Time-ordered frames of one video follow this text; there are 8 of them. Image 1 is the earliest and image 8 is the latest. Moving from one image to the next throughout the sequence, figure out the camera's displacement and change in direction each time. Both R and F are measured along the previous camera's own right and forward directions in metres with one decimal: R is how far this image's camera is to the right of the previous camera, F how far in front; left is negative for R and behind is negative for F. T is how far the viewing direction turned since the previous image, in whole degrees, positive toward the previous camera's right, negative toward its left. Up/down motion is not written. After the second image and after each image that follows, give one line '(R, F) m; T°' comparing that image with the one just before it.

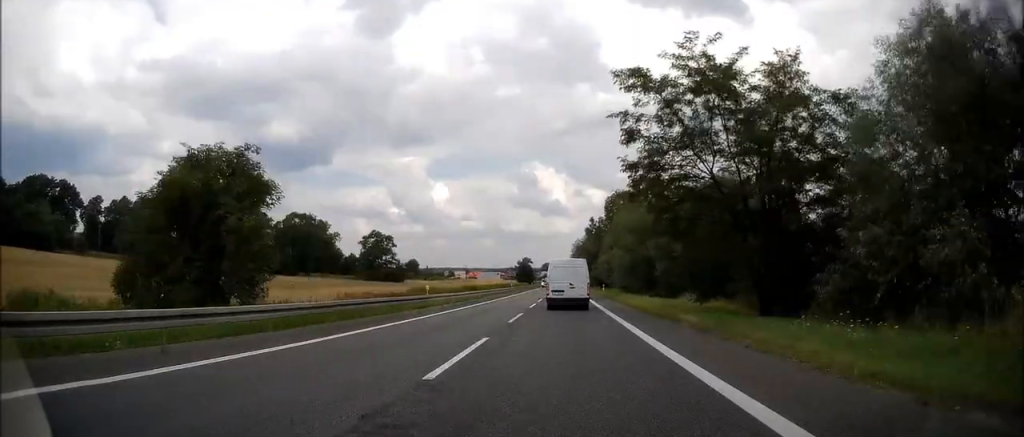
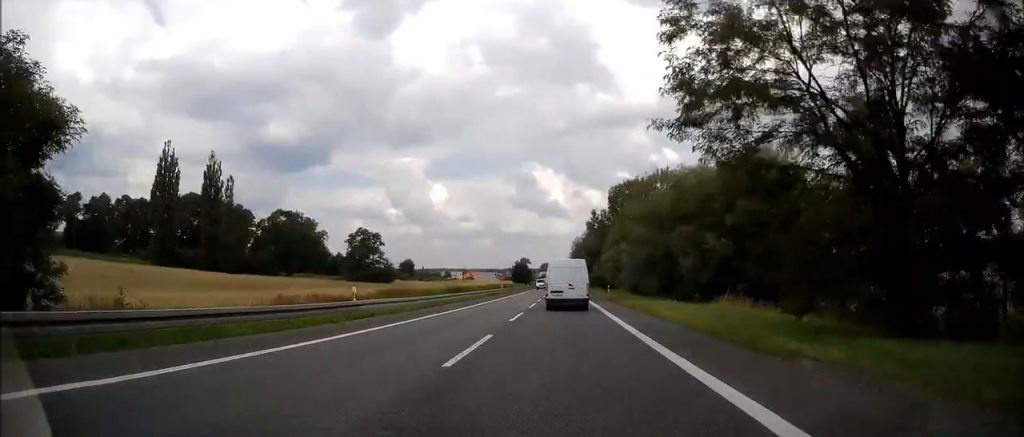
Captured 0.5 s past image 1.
(-0.1, +10.3) m; 0°
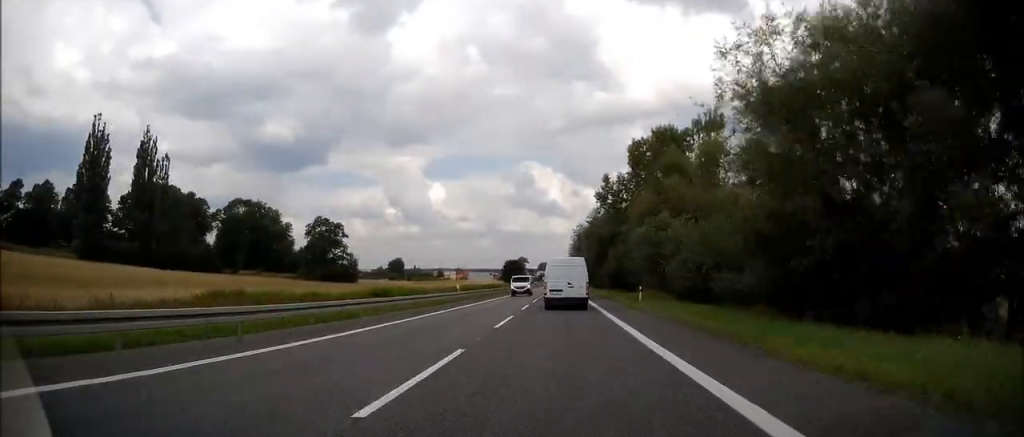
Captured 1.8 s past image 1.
(0.0, +26.9) m; 0°
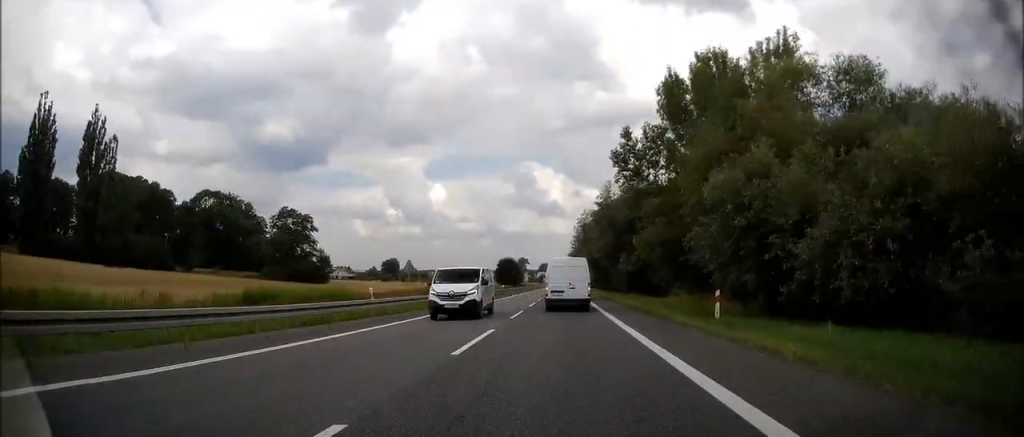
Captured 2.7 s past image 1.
(0.0, +17.9) m; 0°
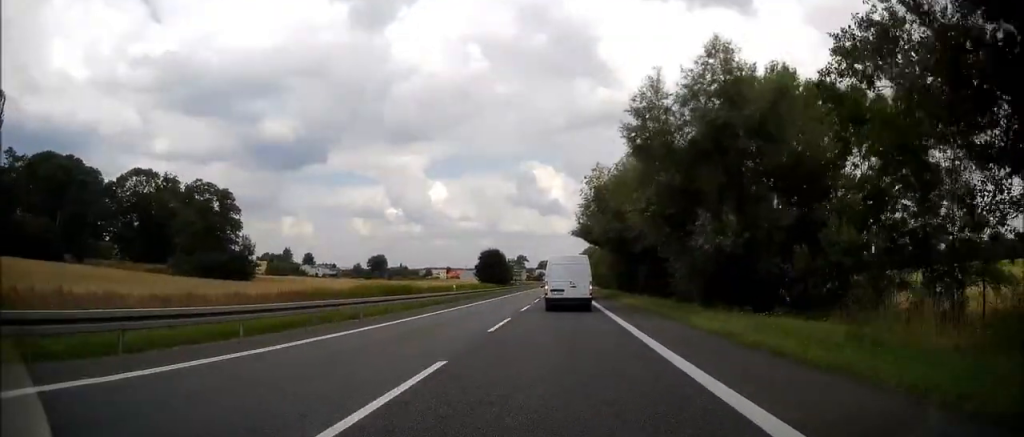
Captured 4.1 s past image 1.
(0.0, +29.6) m; 0°
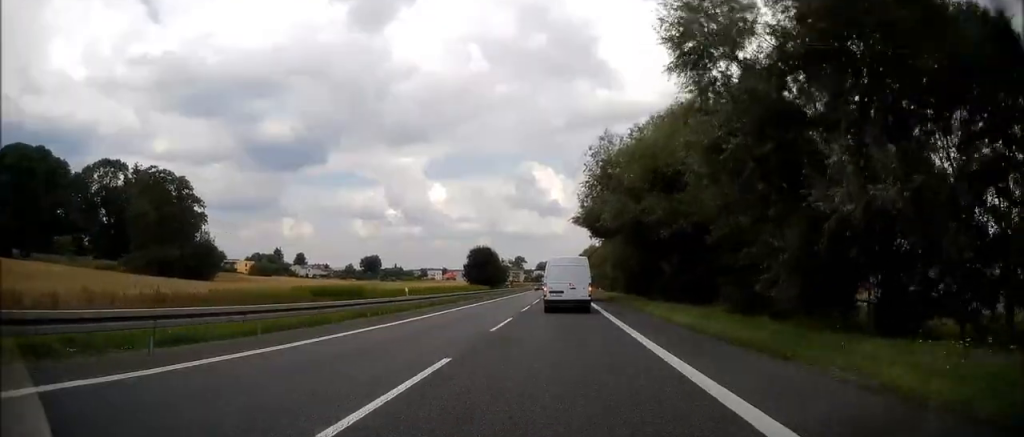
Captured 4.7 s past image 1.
(-0.1, +11.3) m; 0°
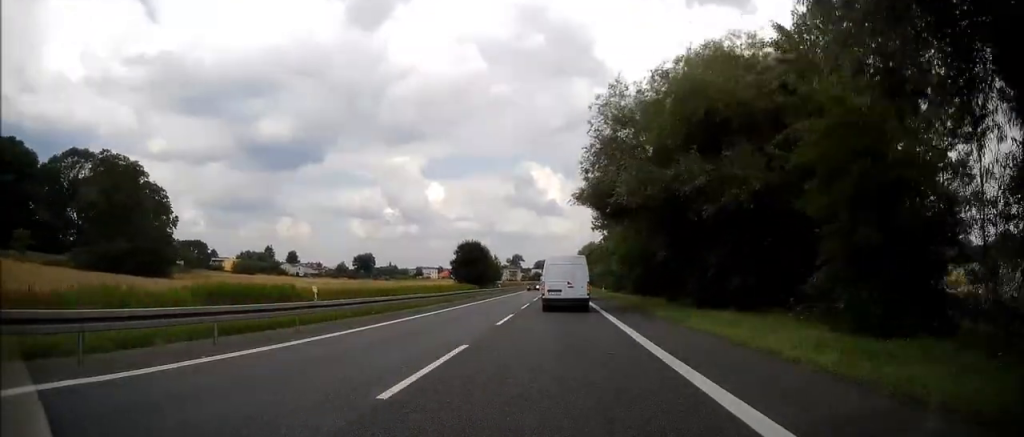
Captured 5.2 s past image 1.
(+0.1, +9.7) m; 0°
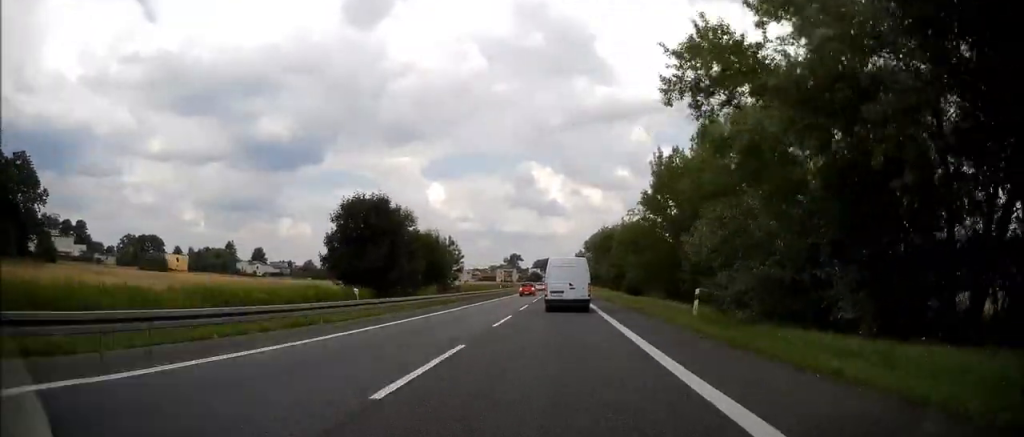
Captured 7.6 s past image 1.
(-0.2, +46.1) m; 0°
